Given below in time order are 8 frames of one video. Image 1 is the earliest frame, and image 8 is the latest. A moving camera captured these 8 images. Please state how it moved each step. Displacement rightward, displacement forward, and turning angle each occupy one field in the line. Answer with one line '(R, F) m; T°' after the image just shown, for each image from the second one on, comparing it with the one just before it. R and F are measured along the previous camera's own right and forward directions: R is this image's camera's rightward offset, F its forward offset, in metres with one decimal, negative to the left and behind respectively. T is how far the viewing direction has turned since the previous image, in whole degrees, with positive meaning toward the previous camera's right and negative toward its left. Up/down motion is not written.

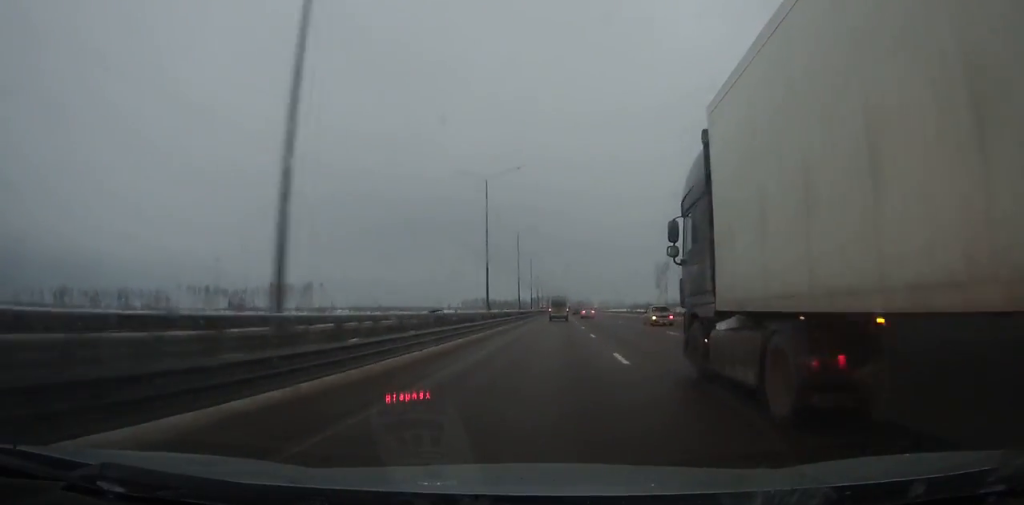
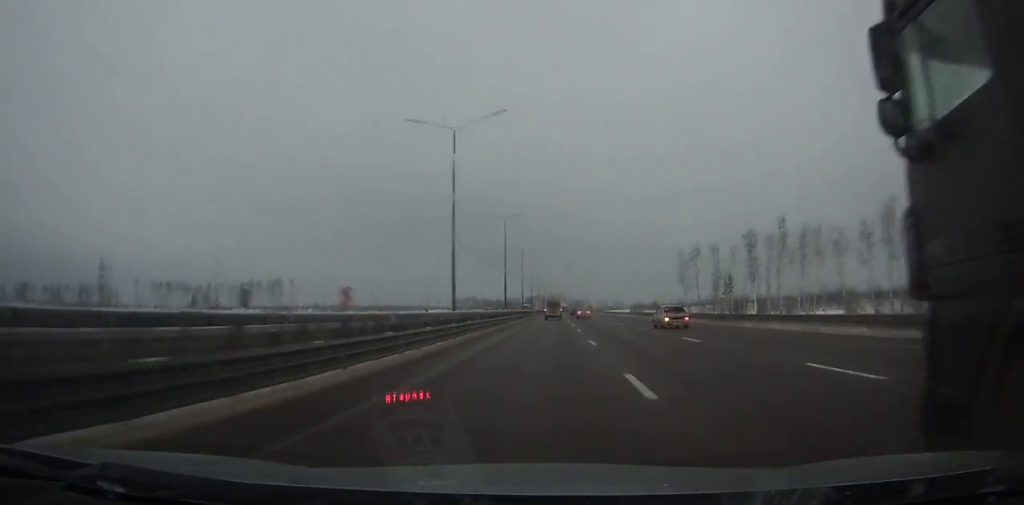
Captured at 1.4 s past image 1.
(0.0, +40.3) m; 0°
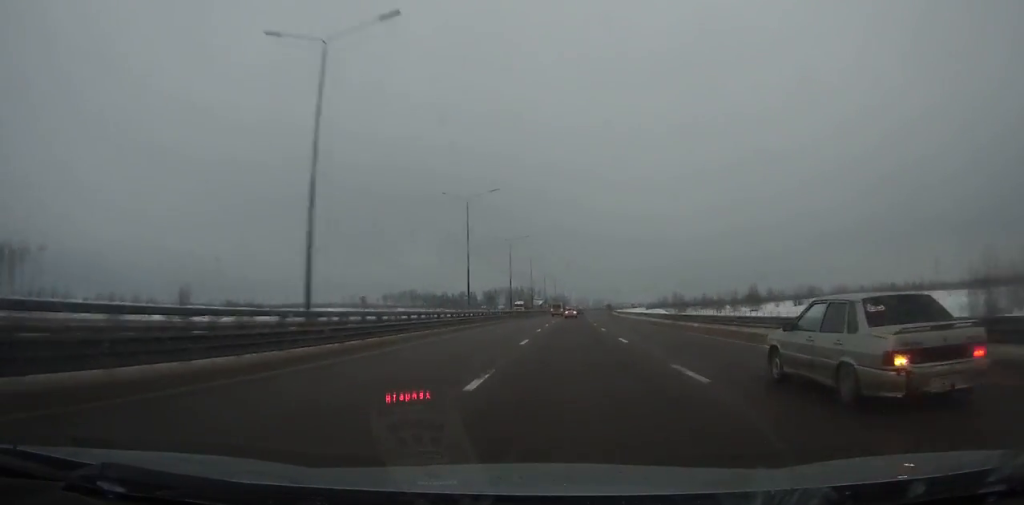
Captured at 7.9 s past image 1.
(+3.5, +187.7) m; +3°
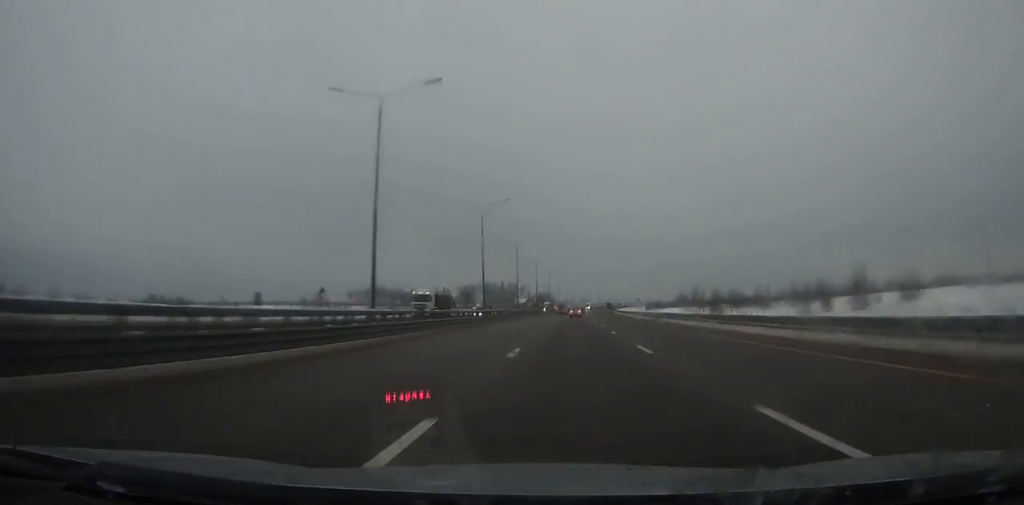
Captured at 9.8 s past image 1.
(+0.4, +54.7) m; +1°
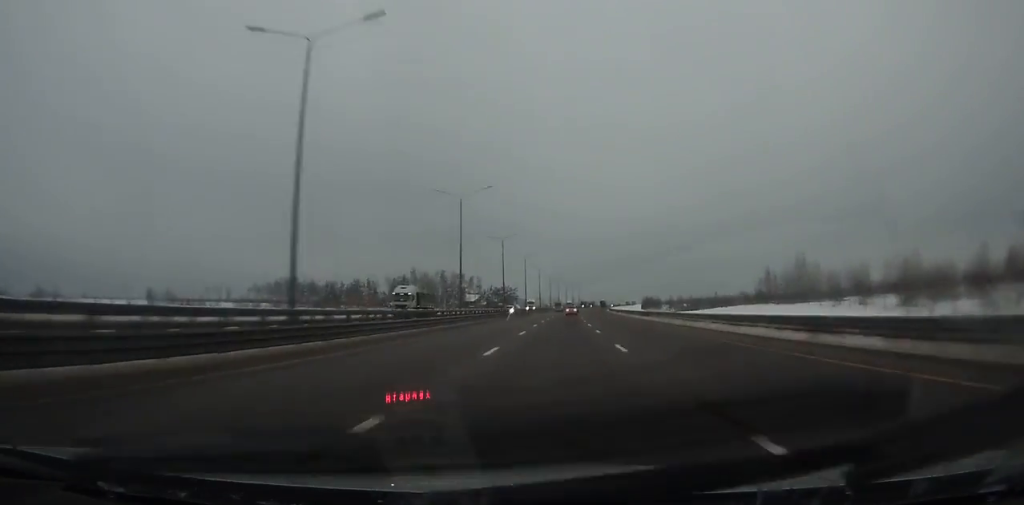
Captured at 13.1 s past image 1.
(+2.3, +95.0) m; +2°
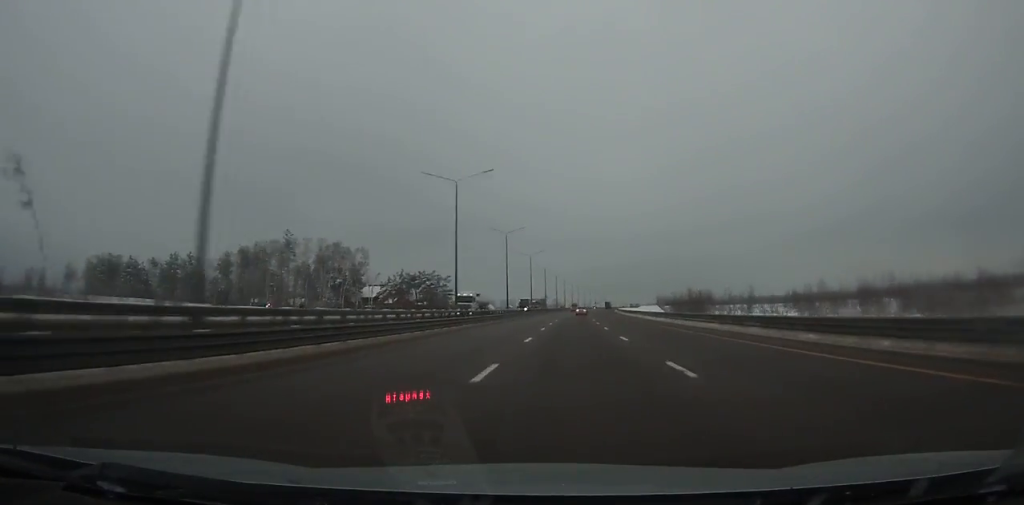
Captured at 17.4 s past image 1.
(+2.5, +125.0) m; +3°
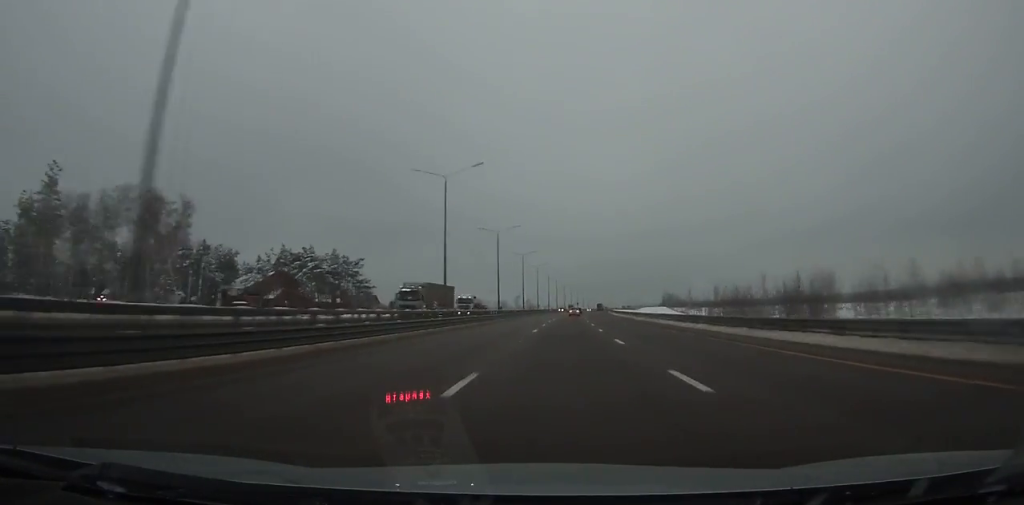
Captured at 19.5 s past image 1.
(+0.7, +61.6) m; +2°
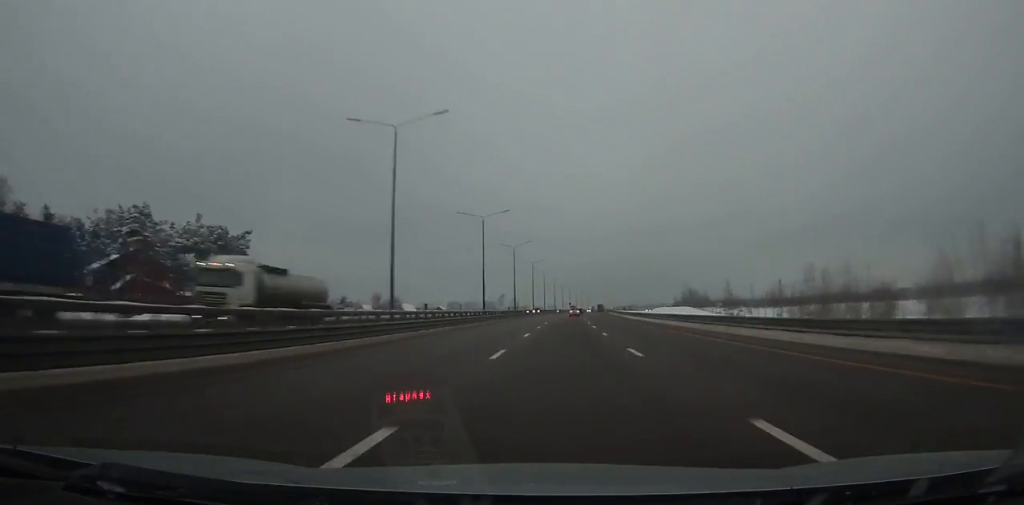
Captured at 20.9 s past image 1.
(+0.8, +41.6) m; +1°
